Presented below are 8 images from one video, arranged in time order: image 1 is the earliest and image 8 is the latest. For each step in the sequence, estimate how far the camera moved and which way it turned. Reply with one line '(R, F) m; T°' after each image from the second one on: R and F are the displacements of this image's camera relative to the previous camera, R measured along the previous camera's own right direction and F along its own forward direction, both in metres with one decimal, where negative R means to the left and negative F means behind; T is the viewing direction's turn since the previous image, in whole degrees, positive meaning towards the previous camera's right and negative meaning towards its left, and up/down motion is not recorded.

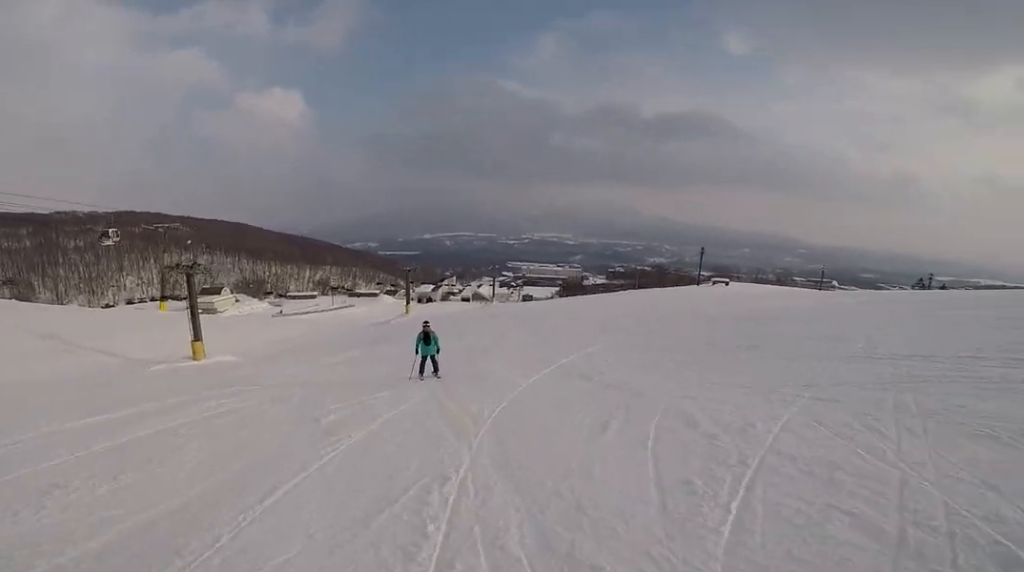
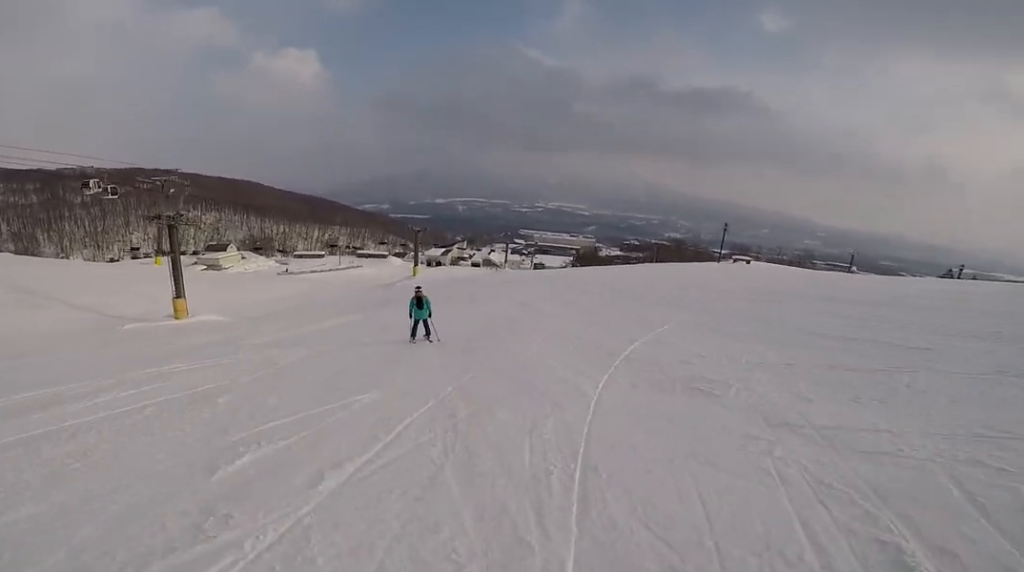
(+0.6, +3.9) m; 0°
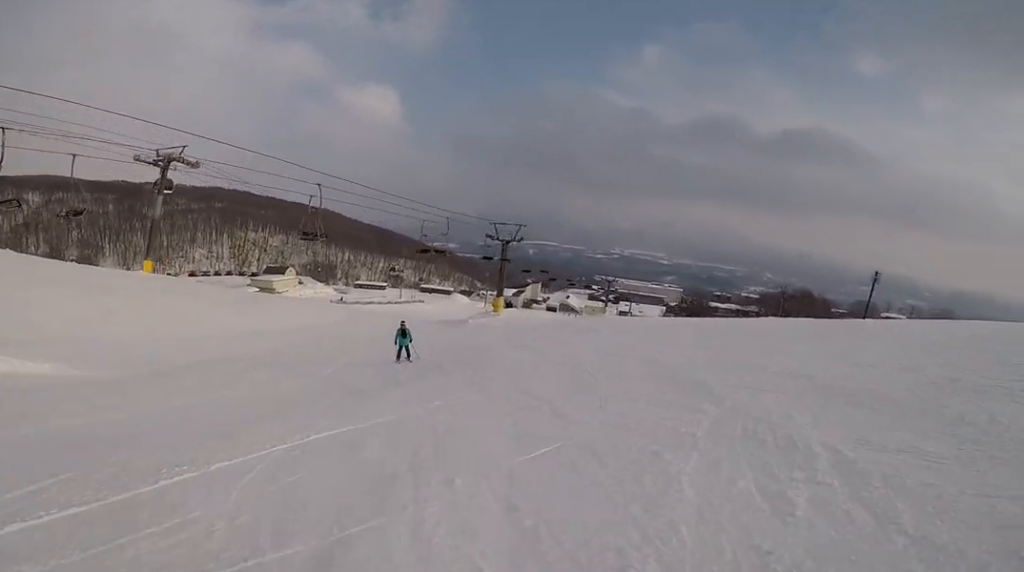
(-2.9, +24.4) m; -9°
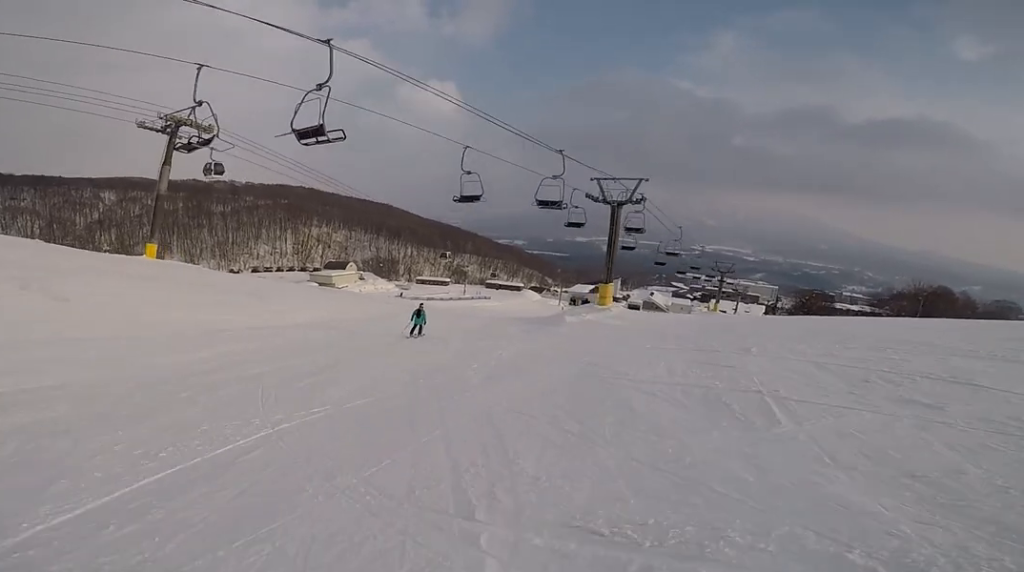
(0.0, +13.0) m; 0°
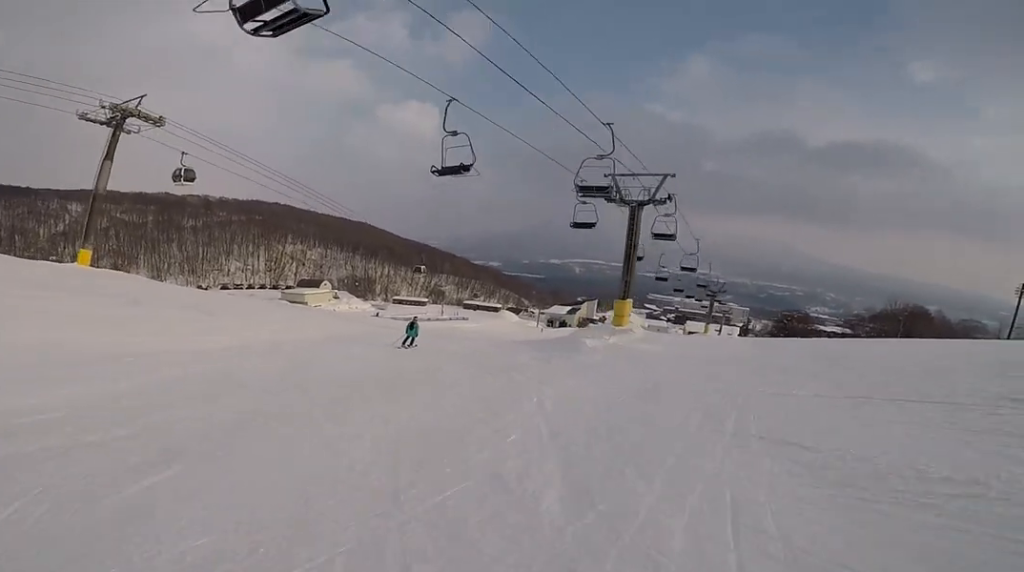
(0.0, +5.6) m; 0°
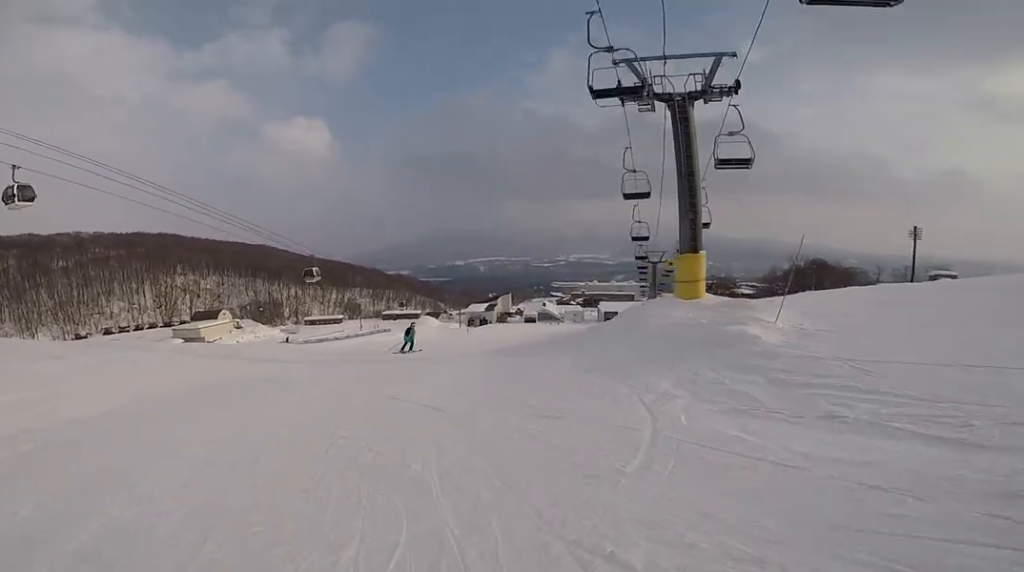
(+0.5, +11.6) m; +11°
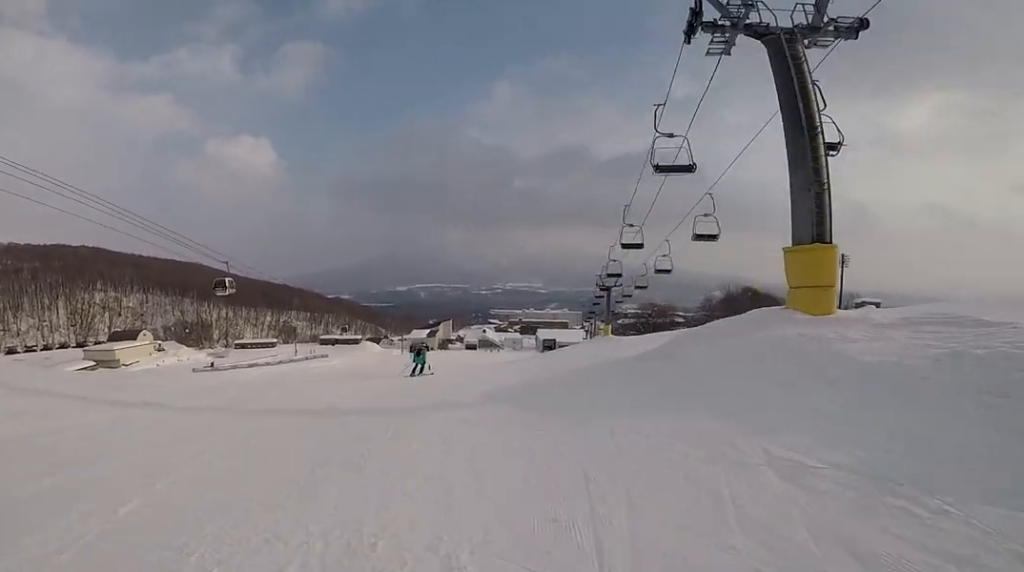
(+0.8, +6.0) m; +8°
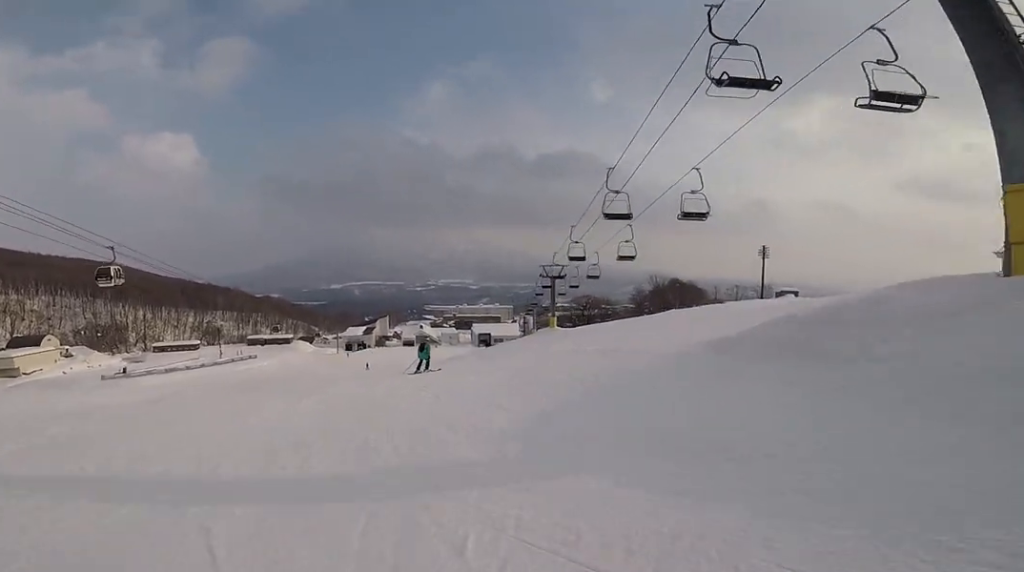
(+0.3, +4.7) m; +7°
